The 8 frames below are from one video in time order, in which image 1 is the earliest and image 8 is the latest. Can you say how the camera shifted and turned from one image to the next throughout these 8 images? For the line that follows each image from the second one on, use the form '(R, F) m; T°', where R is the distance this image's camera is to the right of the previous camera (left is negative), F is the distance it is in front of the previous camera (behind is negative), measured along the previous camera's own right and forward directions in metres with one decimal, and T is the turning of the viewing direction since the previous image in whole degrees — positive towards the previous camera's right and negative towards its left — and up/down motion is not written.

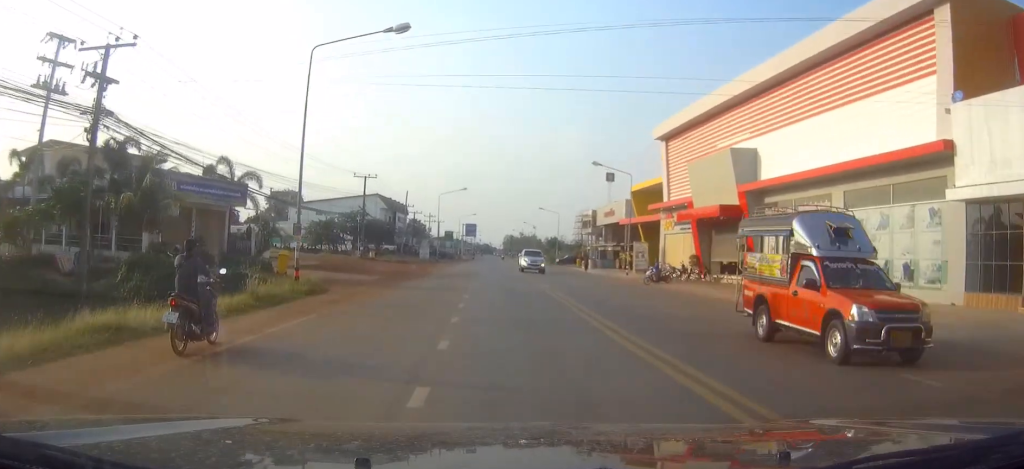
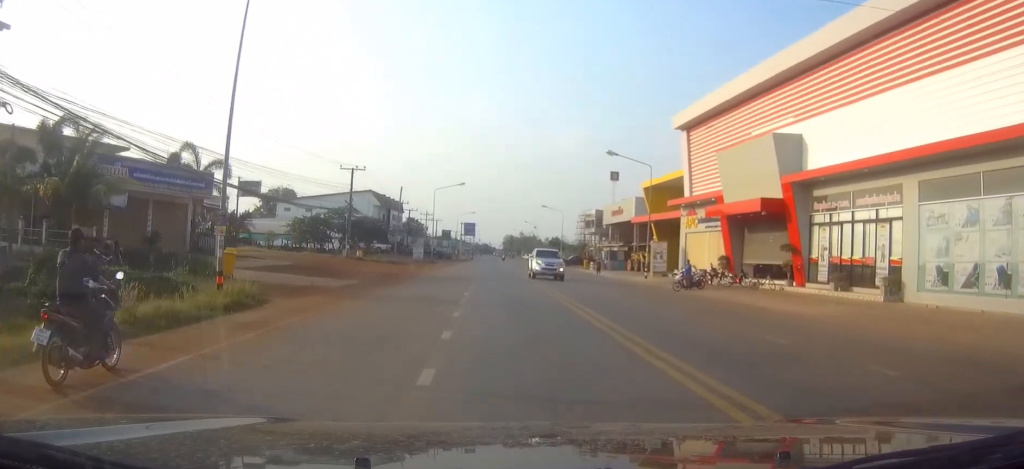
(0.0, +8.2) m; 0°
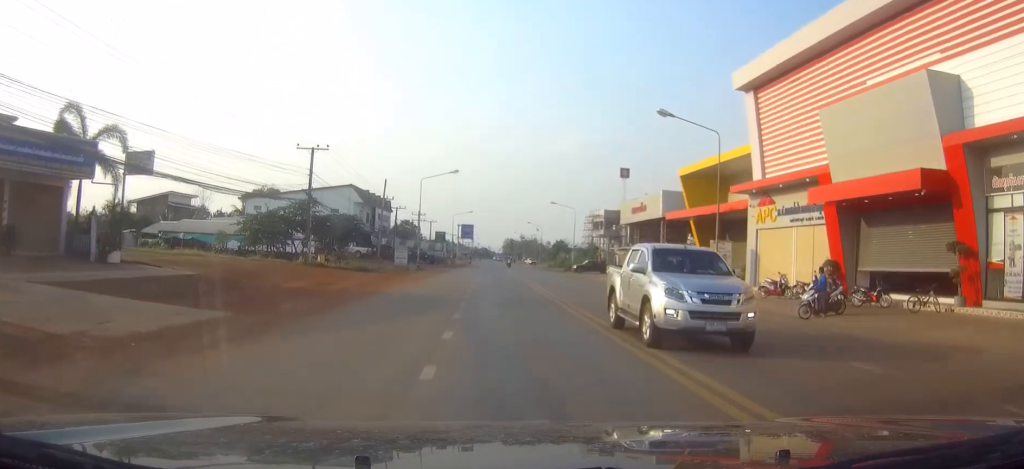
(-0.1, +16.7) m; -1°
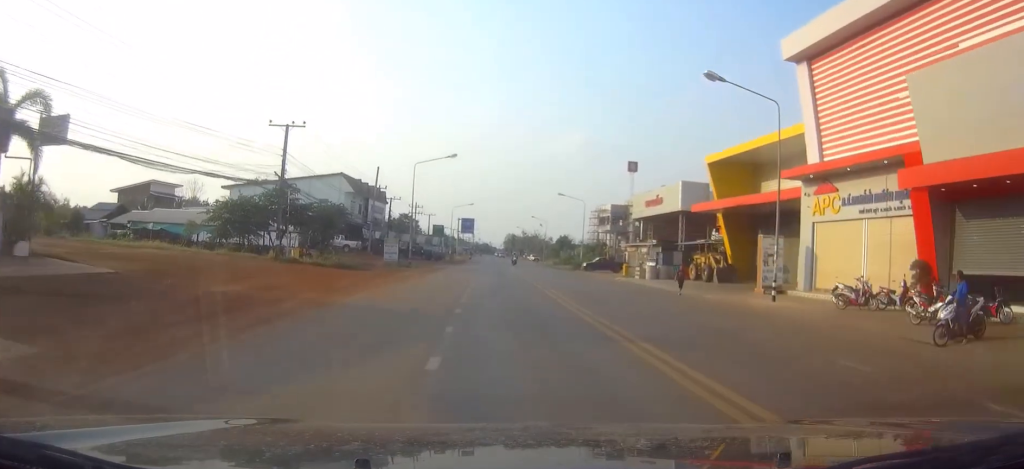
(0.0, +7.4) m; 0°
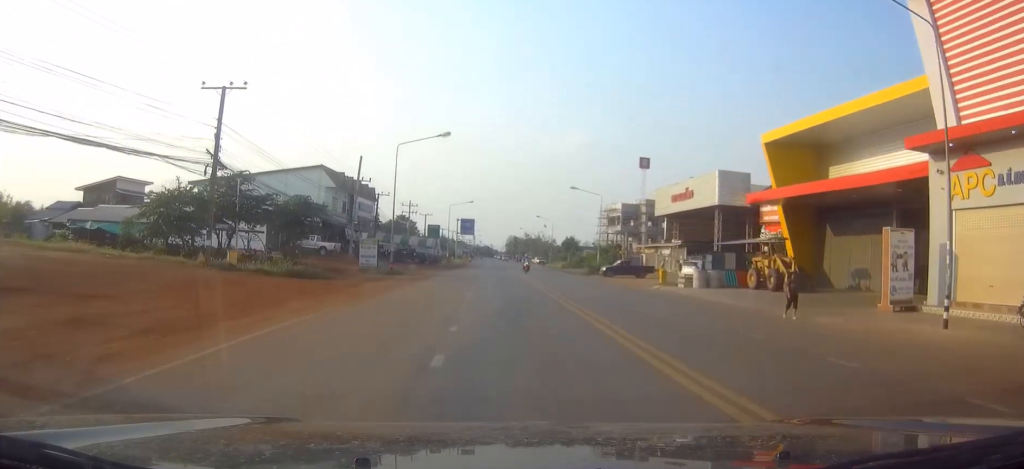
(-0.1, +11.9) m; 0°
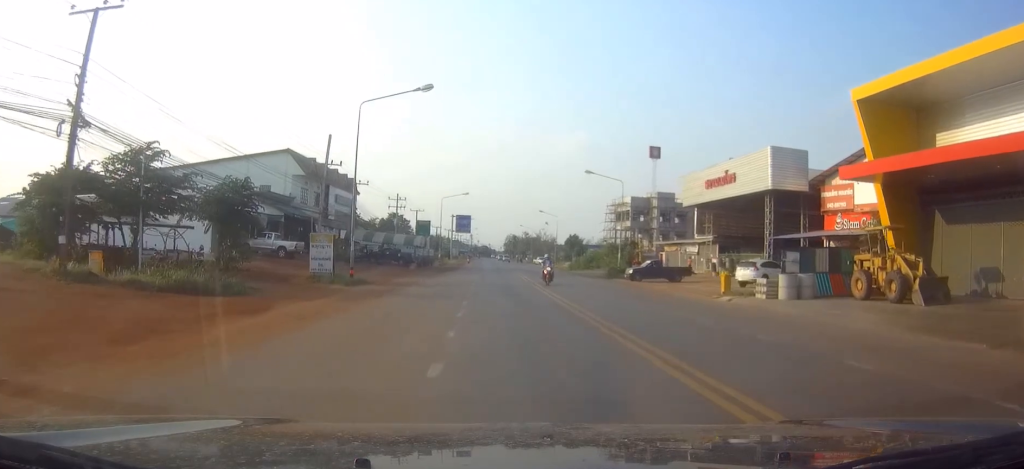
(+0.2, +12.2) m; +1°
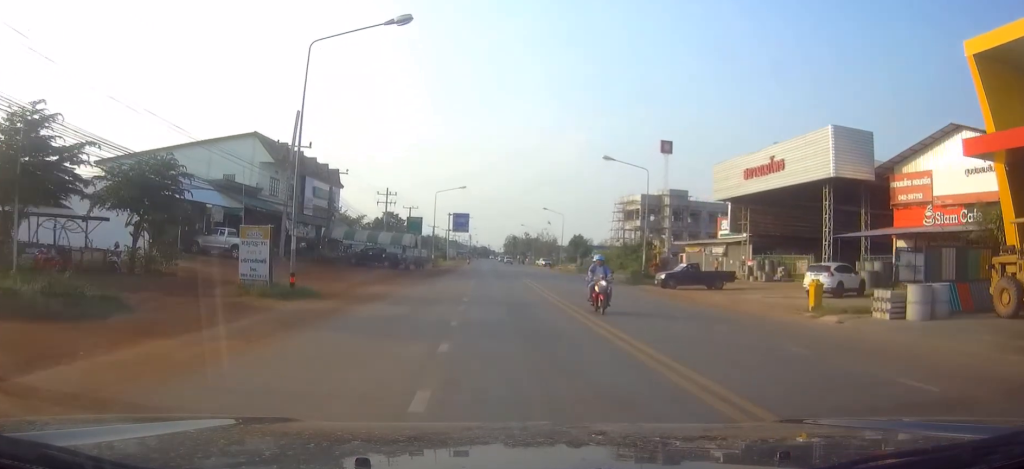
(0.0, +9.6) m; 0°
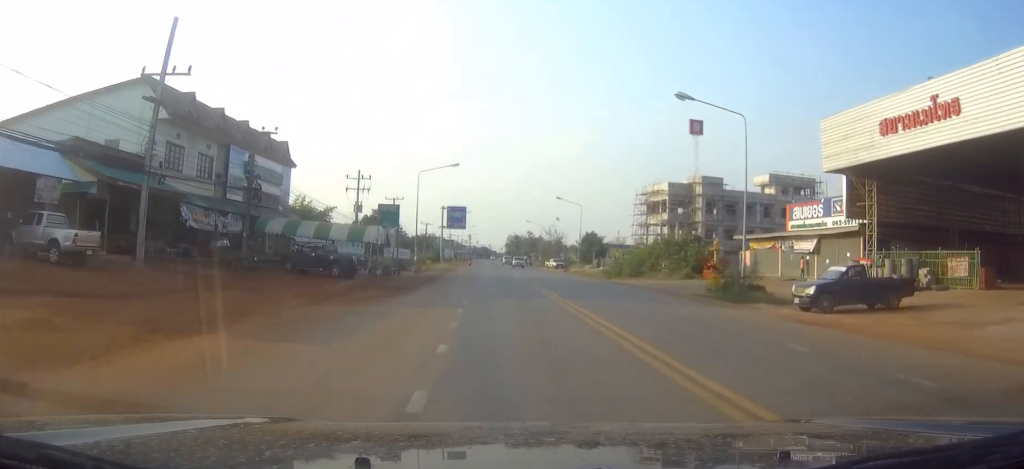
(-0.1, +20.0) m; -1°
